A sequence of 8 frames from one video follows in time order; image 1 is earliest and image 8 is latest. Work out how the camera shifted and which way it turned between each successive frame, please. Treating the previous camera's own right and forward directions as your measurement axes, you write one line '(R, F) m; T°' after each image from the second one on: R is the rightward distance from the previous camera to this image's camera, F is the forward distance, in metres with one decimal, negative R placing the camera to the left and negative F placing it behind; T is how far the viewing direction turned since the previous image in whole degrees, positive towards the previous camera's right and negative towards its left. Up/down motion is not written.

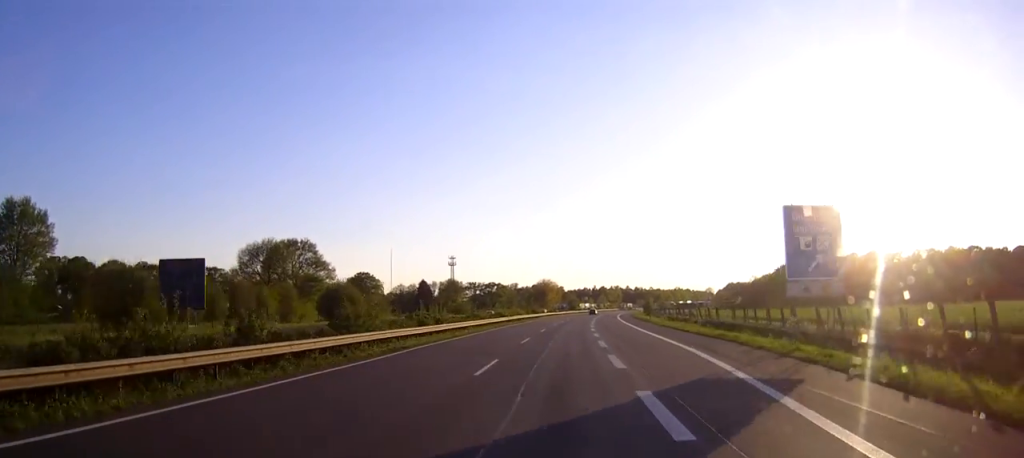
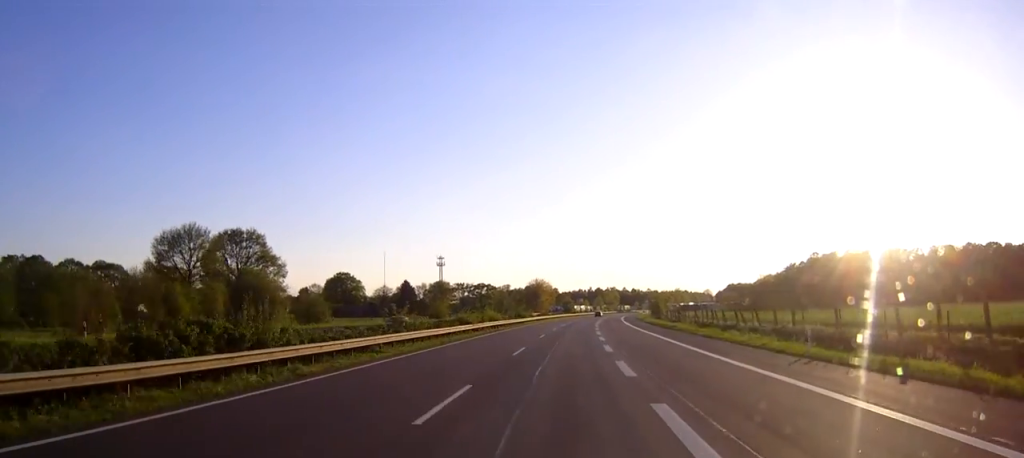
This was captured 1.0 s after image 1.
(+0.2, +25.8) m; +1°
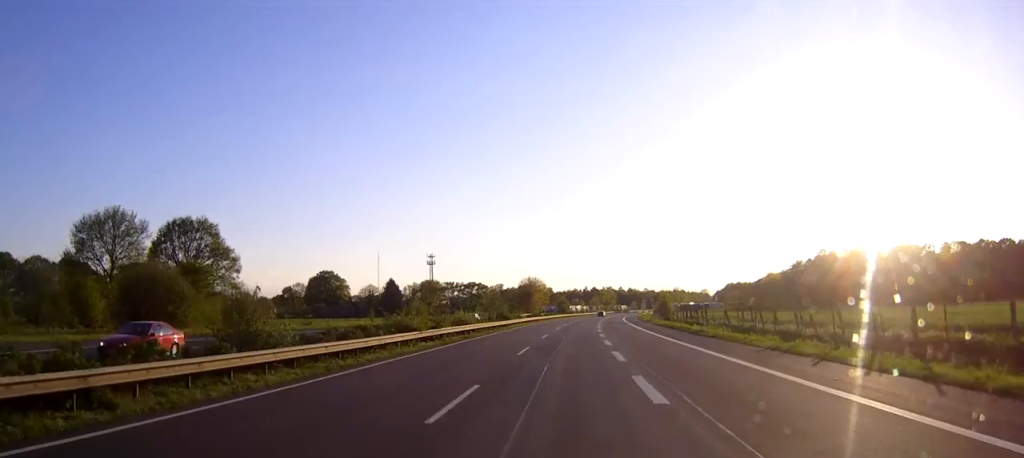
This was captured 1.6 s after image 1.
(-0.1, +17.8) m; +2°
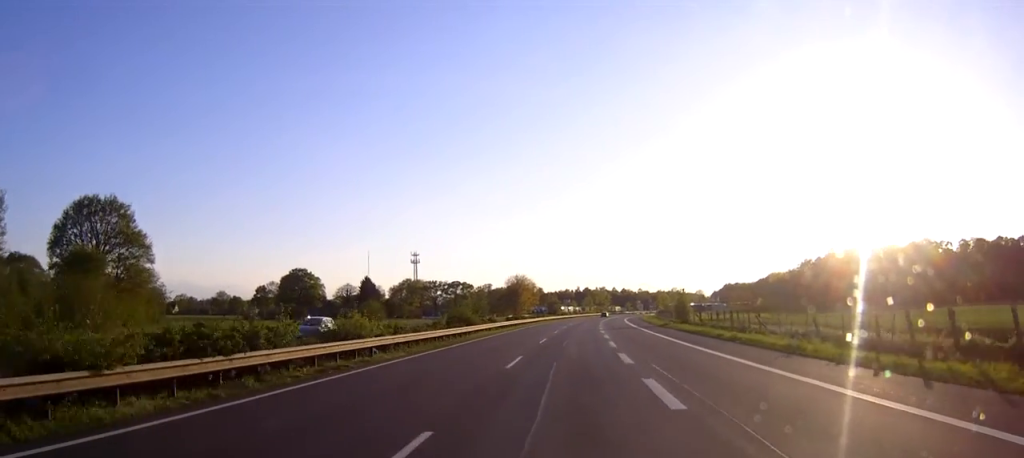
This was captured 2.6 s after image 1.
(+1.1, +24.8) m; +3°
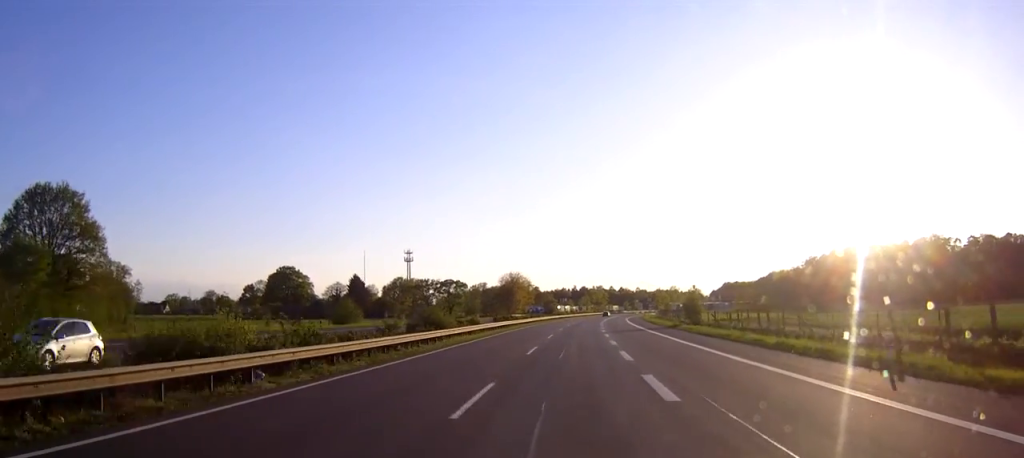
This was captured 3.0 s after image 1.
(+0.1, +10.6) m; +1°
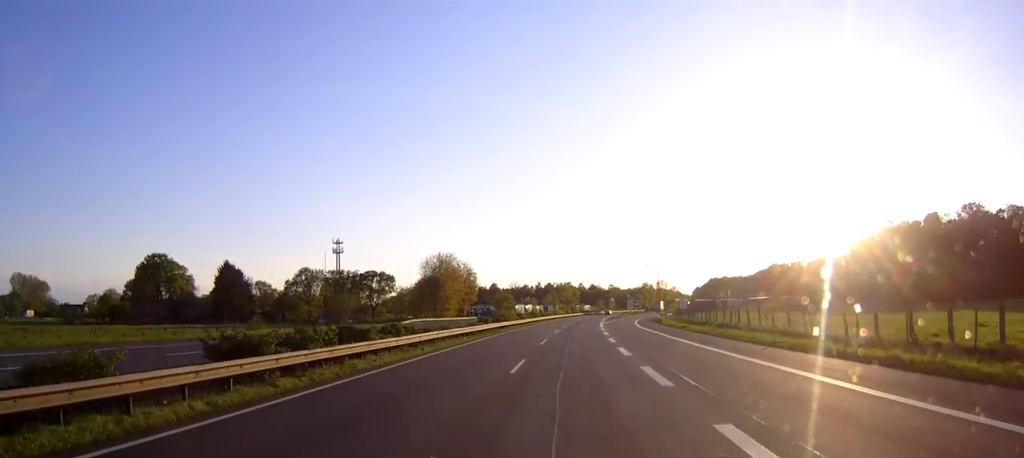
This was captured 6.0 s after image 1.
(0.0, +80.9) m; 0°
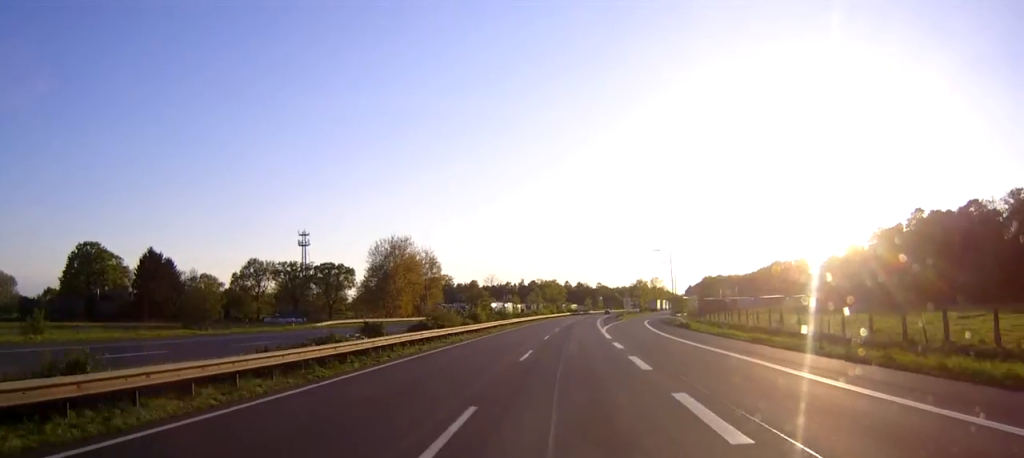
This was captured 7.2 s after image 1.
(0.0, +31.5) m; 0°
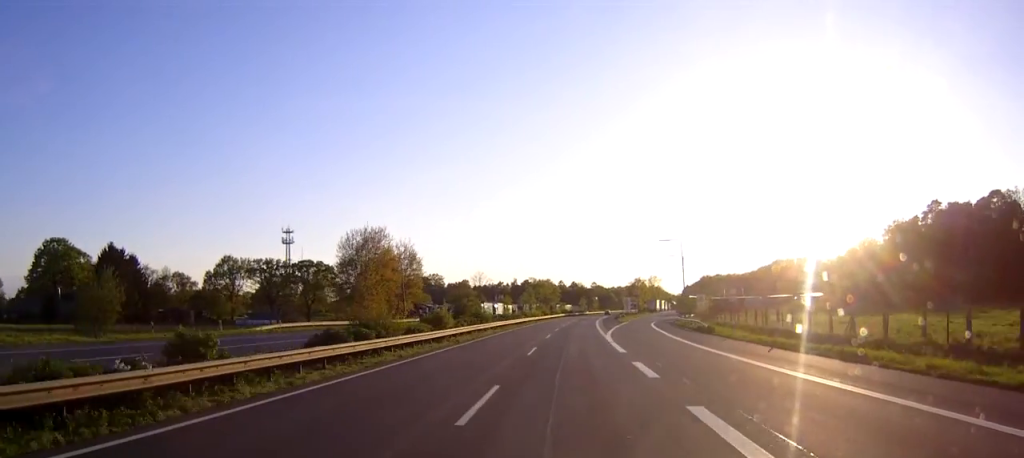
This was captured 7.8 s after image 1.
(0.0, +14.0) m; 0°
